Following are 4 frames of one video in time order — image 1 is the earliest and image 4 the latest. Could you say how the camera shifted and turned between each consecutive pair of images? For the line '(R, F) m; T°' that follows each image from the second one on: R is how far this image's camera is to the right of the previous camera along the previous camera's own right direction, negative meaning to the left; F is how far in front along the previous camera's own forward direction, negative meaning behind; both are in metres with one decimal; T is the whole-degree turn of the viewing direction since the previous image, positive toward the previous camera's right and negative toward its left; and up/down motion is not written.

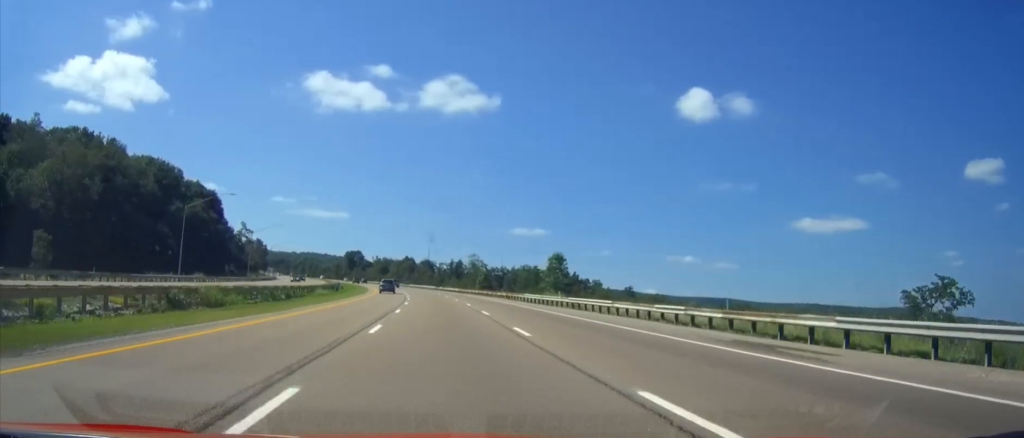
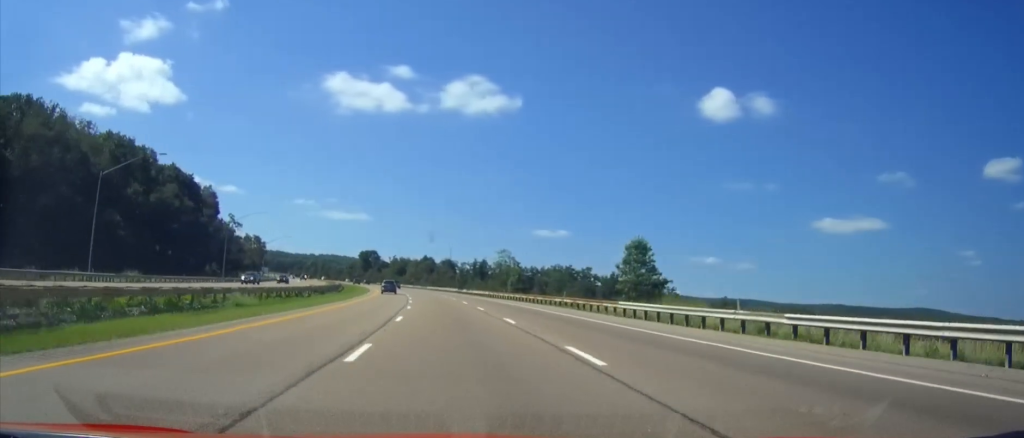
(-0.5, +30.7) m; -2°
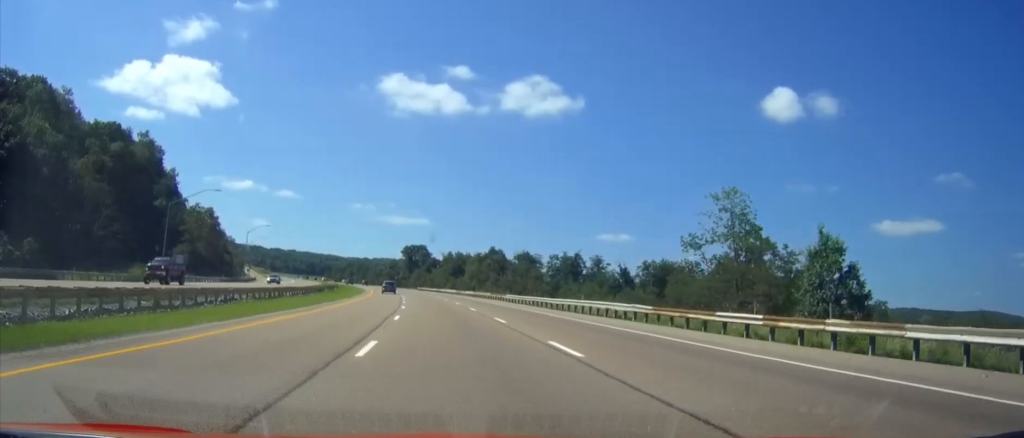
(-4.0, +96.6) m; -4°
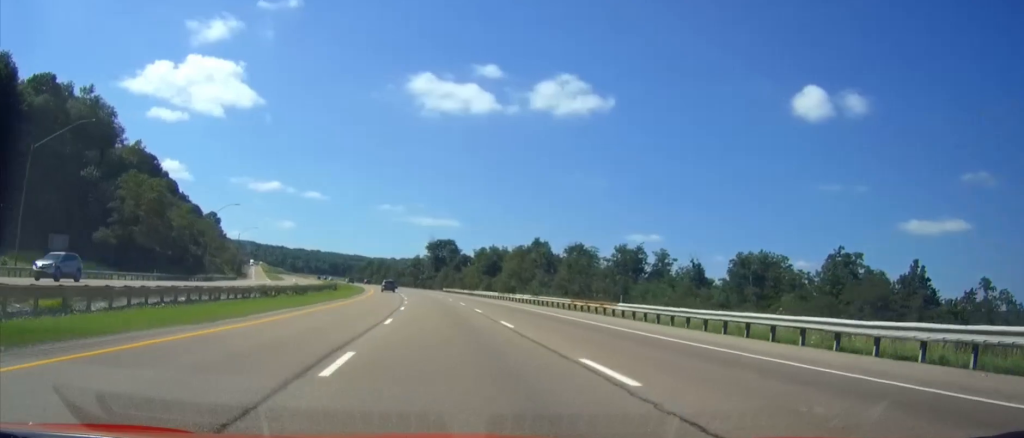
(-1.1, +39.7) m; -3°
